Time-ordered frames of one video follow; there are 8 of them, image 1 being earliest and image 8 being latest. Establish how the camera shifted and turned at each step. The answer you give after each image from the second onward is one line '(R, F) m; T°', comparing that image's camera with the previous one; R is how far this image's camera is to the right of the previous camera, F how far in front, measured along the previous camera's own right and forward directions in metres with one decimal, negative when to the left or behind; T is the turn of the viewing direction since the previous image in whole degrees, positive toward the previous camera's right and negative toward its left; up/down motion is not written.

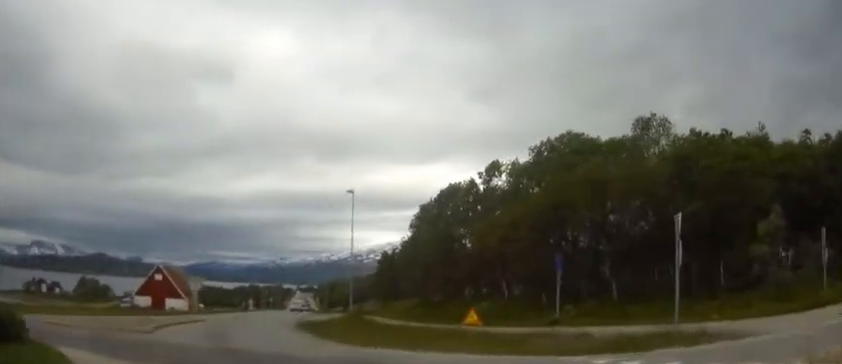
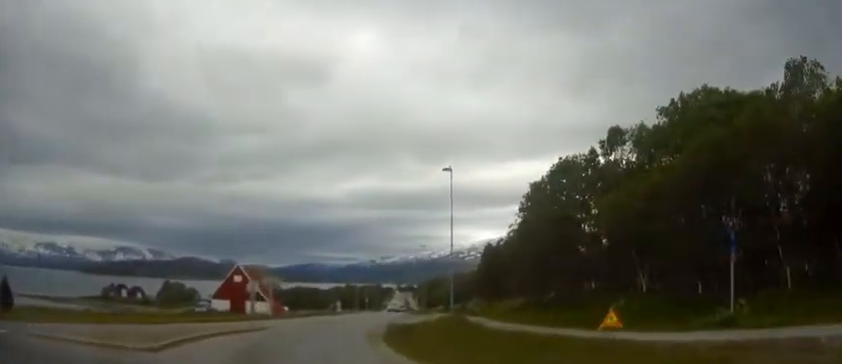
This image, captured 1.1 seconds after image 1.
(-0.2, +7.9) m; -5°
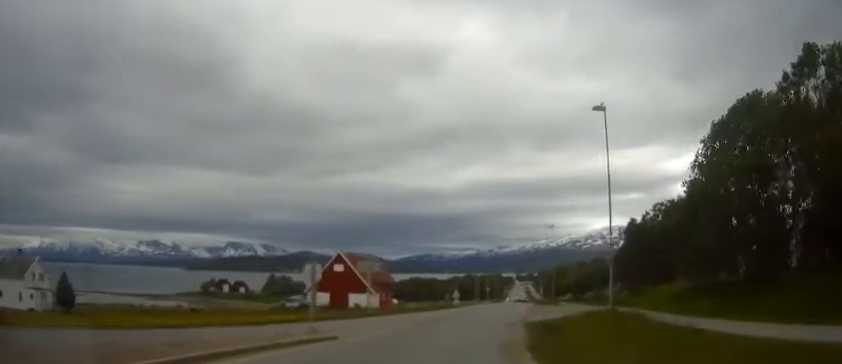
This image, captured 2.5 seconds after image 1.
(-1.2, +10.9) m; -11°
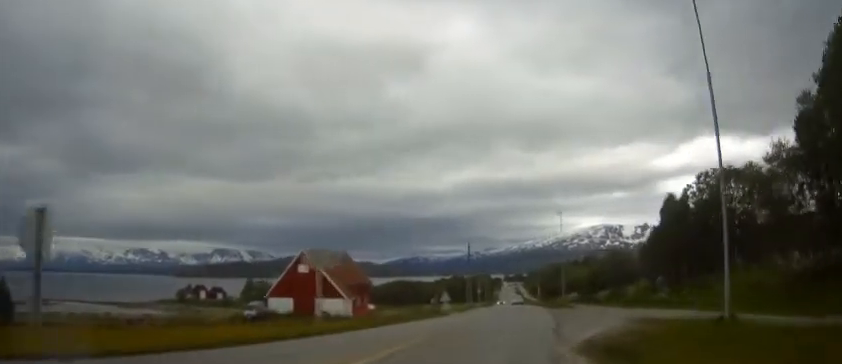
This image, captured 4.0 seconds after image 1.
(-0.6, +12.5) m; 0°
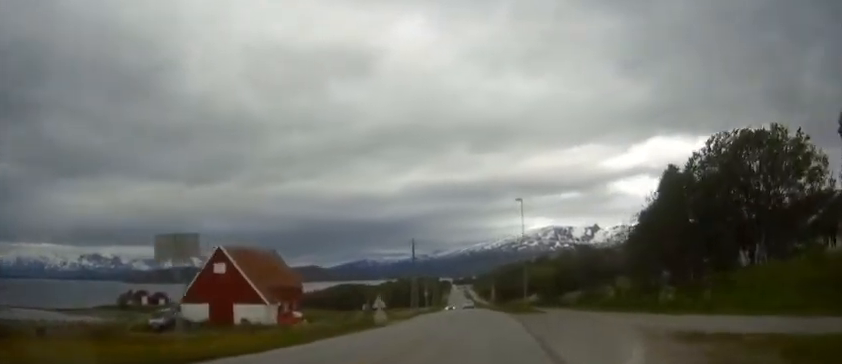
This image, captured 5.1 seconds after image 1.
(+0.4, +9.9) m; +4°
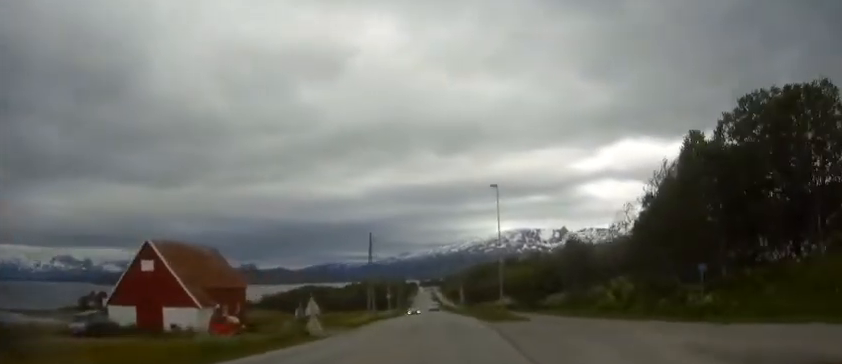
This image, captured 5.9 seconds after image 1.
(+0.3, +8.2) m; +3°
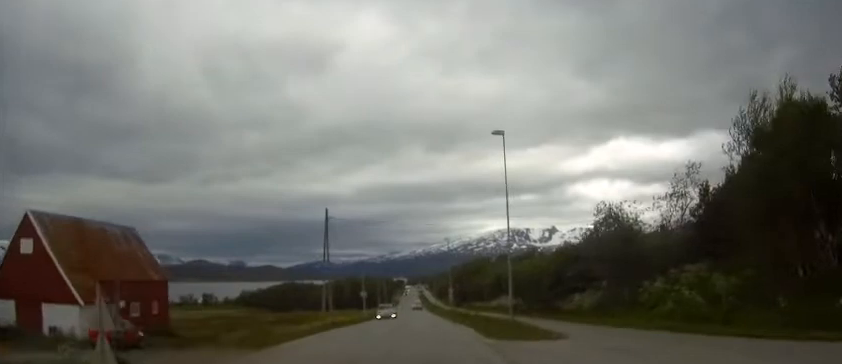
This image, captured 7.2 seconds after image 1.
(+0.6, +14.9) m; +2°
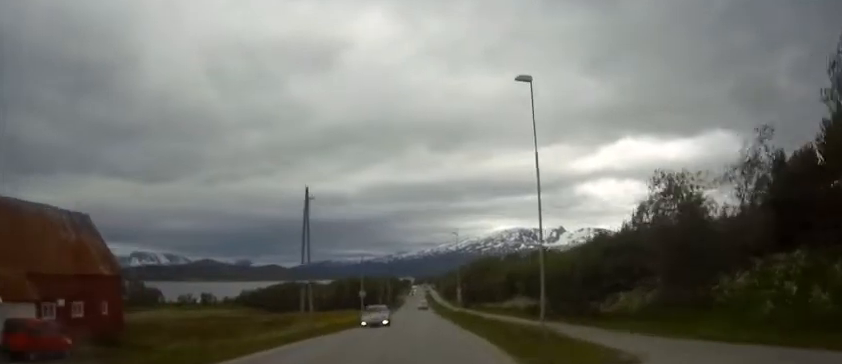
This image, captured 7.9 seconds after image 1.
(-0.2, +8.2) m; 0°
